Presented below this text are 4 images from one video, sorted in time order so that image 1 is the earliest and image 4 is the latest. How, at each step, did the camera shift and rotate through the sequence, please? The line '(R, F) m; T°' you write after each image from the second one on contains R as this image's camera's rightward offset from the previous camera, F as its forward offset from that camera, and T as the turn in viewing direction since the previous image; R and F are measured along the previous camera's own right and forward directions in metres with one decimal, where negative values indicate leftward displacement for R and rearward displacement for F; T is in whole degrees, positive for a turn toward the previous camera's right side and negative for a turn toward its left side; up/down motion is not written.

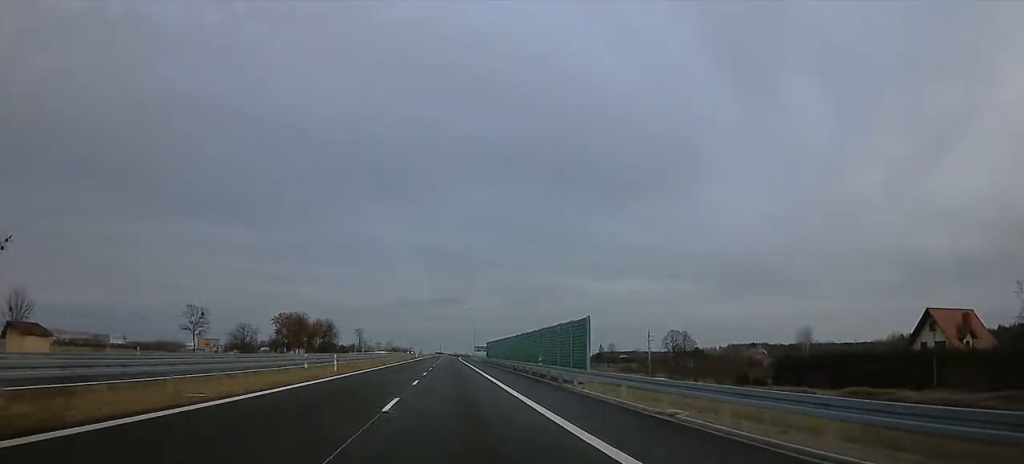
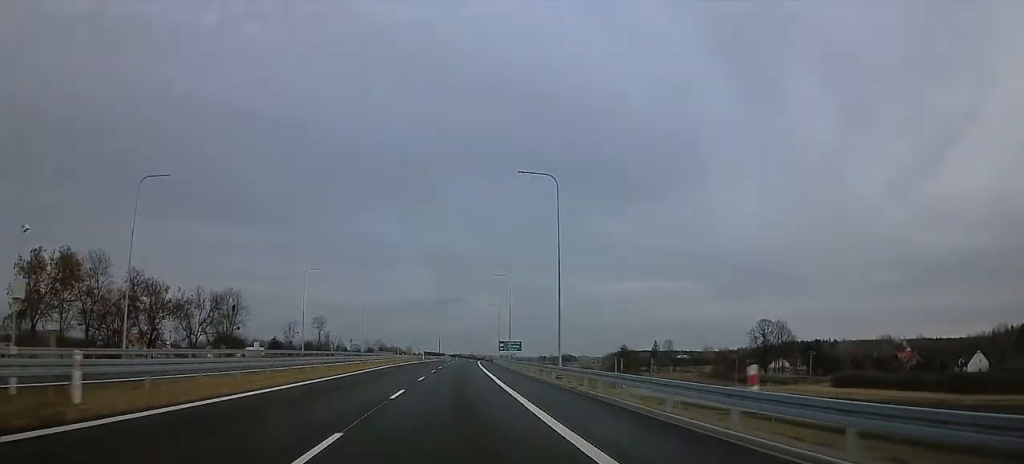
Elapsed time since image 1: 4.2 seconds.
(+2.1, +127.8) m; 0°
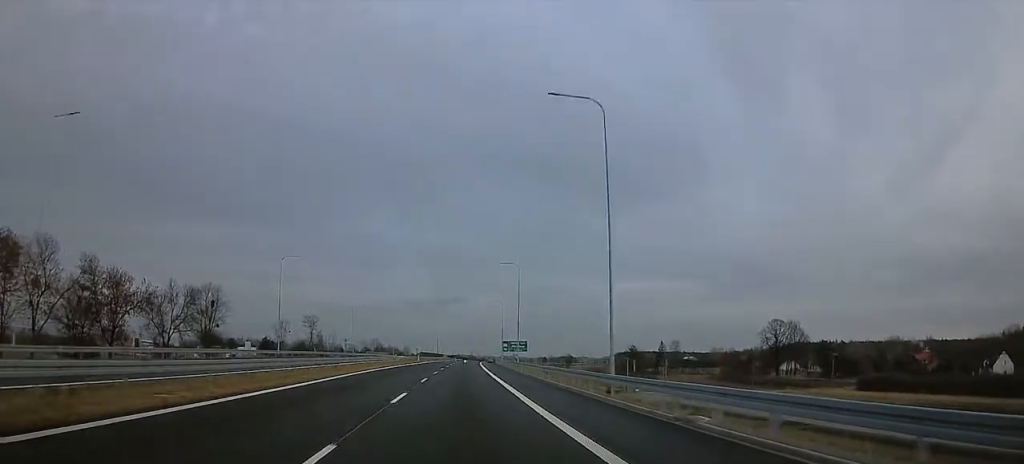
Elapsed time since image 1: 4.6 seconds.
(0.0, +13.3) m; +1°
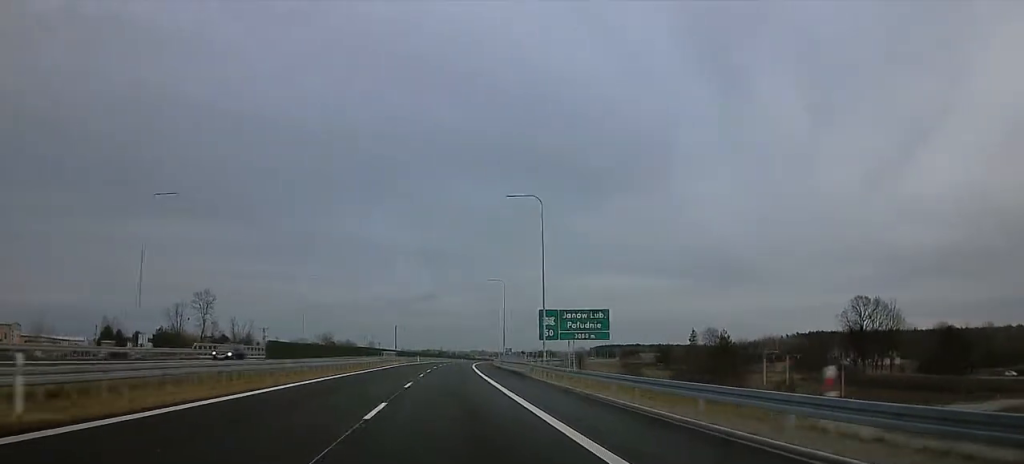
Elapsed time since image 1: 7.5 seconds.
(+3.6, +88.0) m; +4°
